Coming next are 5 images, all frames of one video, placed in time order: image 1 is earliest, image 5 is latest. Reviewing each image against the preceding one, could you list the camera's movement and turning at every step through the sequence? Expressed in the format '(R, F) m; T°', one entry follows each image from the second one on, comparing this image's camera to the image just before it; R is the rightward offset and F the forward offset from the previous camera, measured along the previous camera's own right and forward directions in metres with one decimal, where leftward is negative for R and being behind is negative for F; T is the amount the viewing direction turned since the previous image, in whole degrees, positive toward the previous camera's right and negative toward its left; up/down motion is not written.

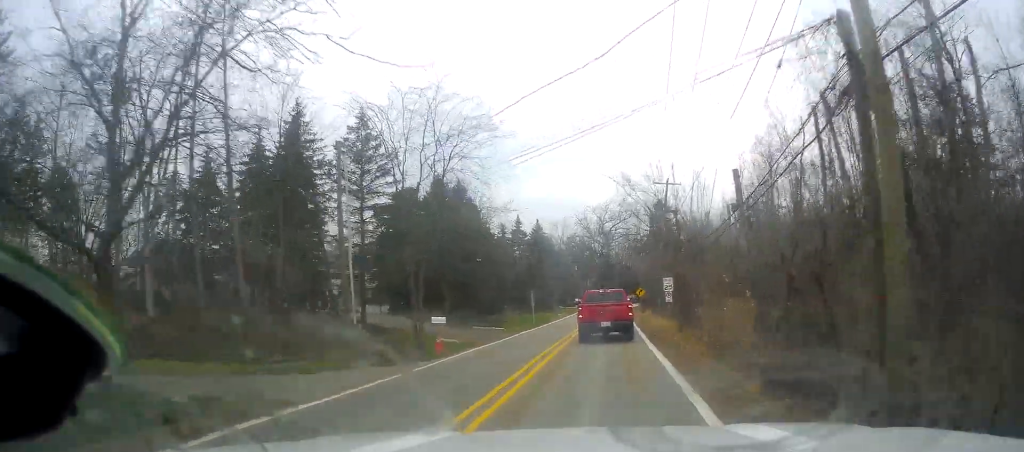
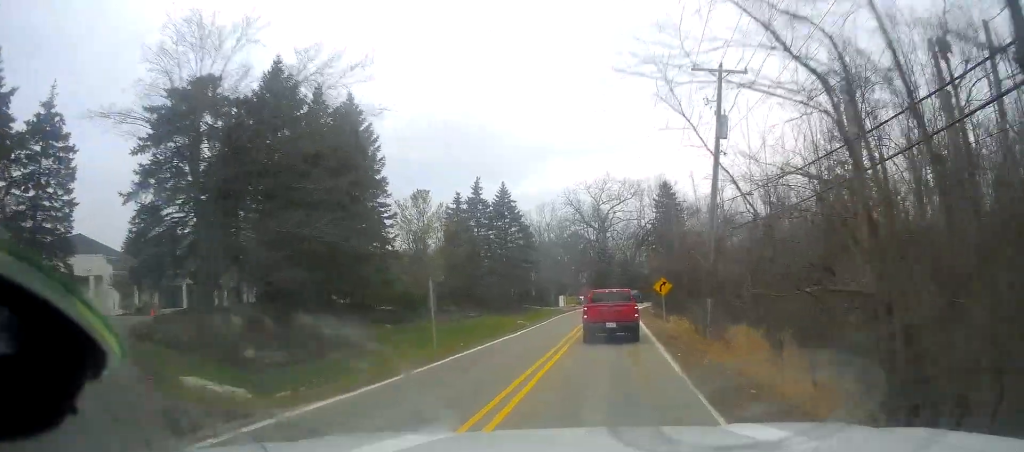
(+0.3, +25.0) m; -1°
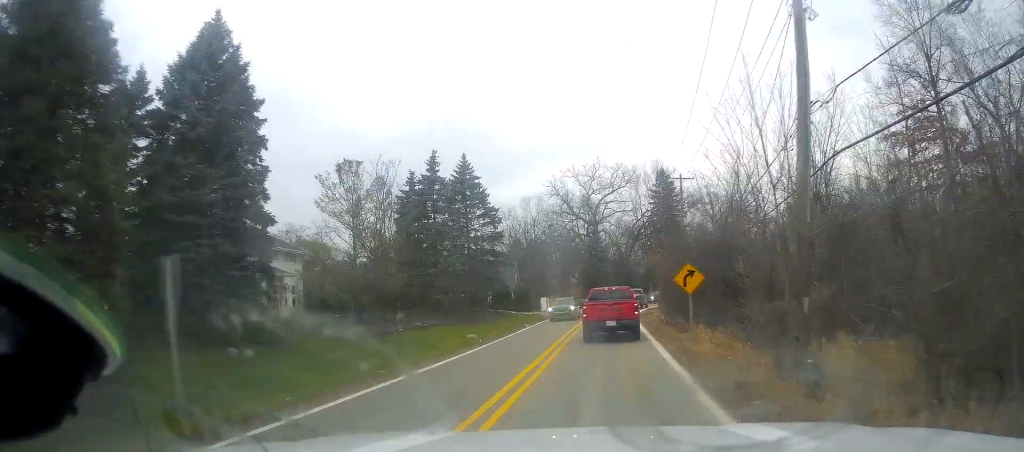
(-0.2, +12.5) m; 0°
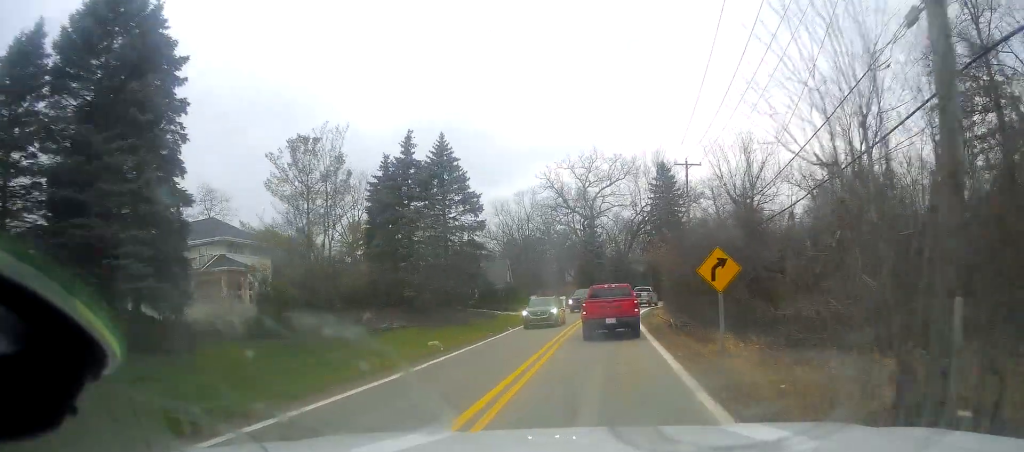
(0.0, +5.6) m; +1°
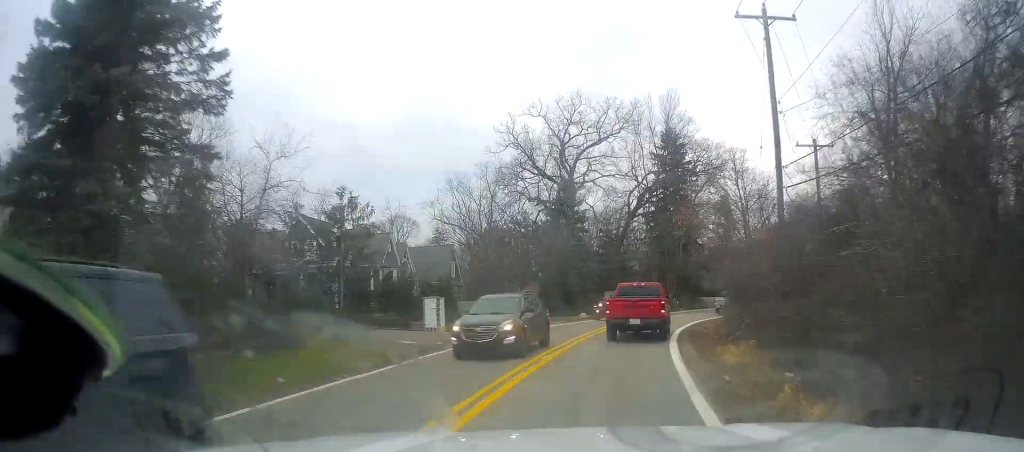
(+2.3, +27.6) m; +6°
